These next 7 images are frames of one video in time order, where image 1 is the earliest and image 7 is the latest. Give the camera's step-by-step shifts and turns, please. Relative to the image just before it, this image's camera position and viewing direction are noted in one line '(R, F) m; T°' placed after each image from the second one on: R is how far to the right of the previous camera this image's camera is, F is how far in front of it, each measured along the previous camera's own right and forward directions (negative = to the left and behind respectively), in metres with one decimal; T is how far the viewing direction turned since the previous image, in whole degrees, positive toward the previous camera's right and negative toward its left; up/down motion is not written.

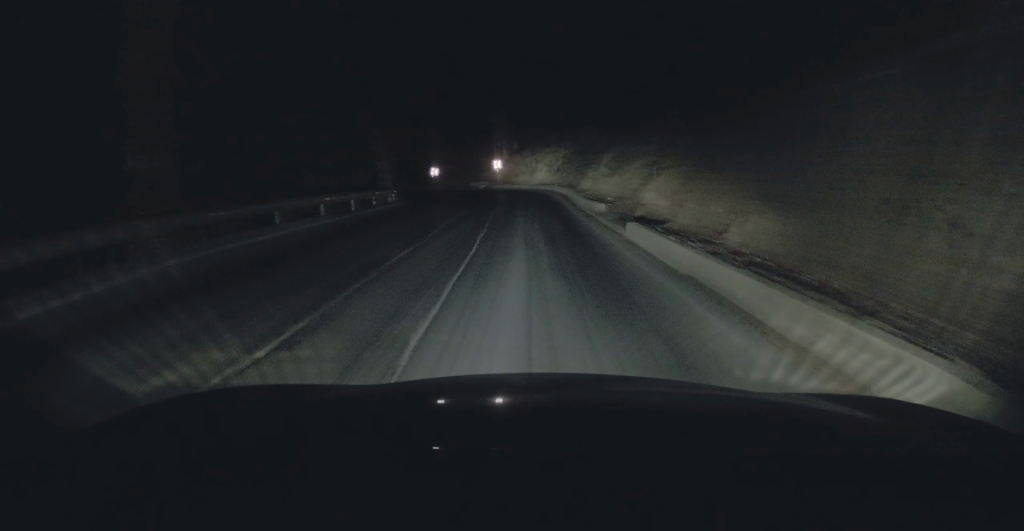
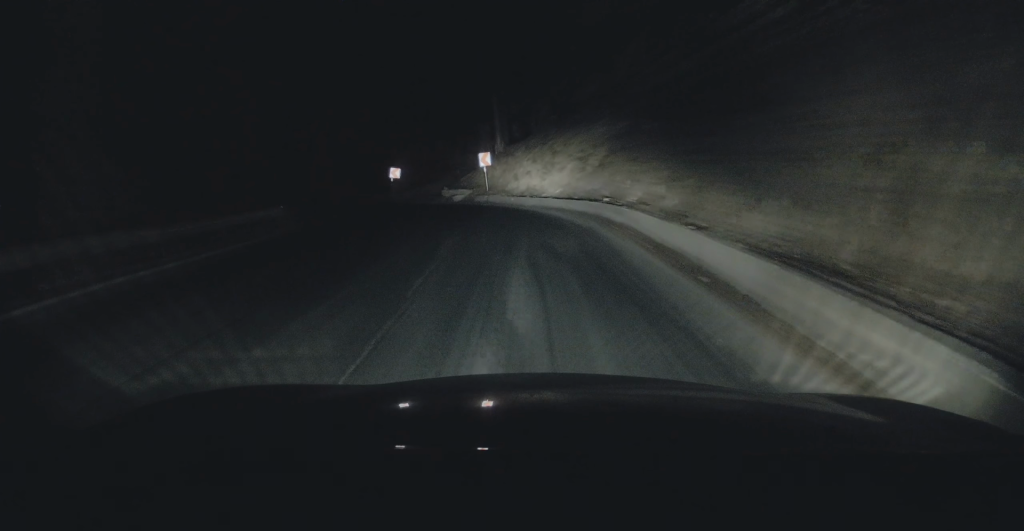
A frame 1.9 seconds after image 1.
(+0.5, +18.6) m; 0°
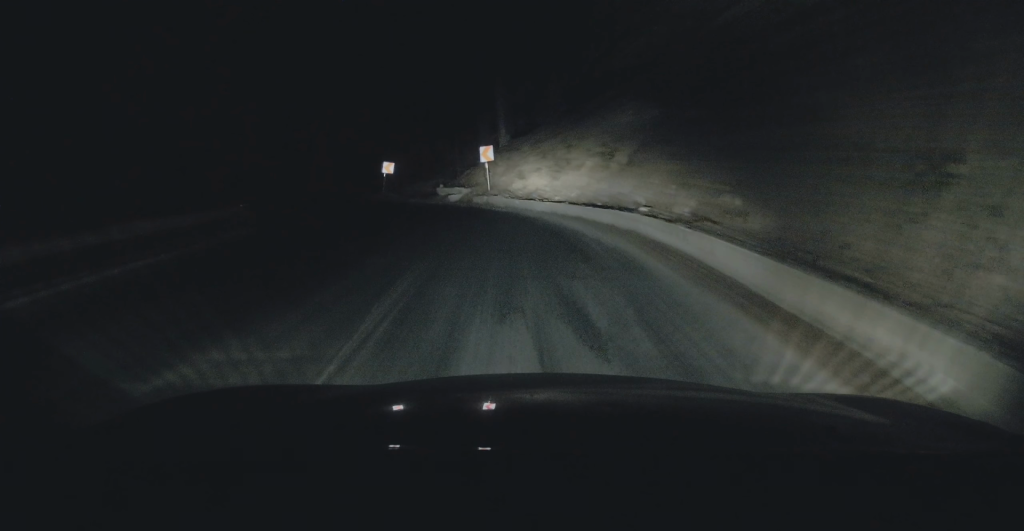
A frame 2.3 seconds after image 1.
(-0.2, +3.9) m; -2°
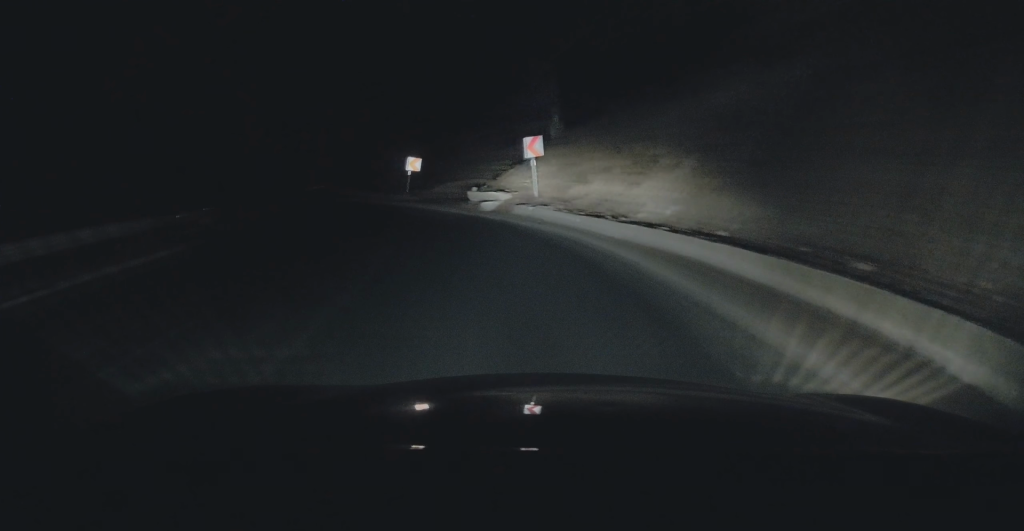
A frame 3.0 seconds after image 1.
(-0.2, +6.6) m; -3°
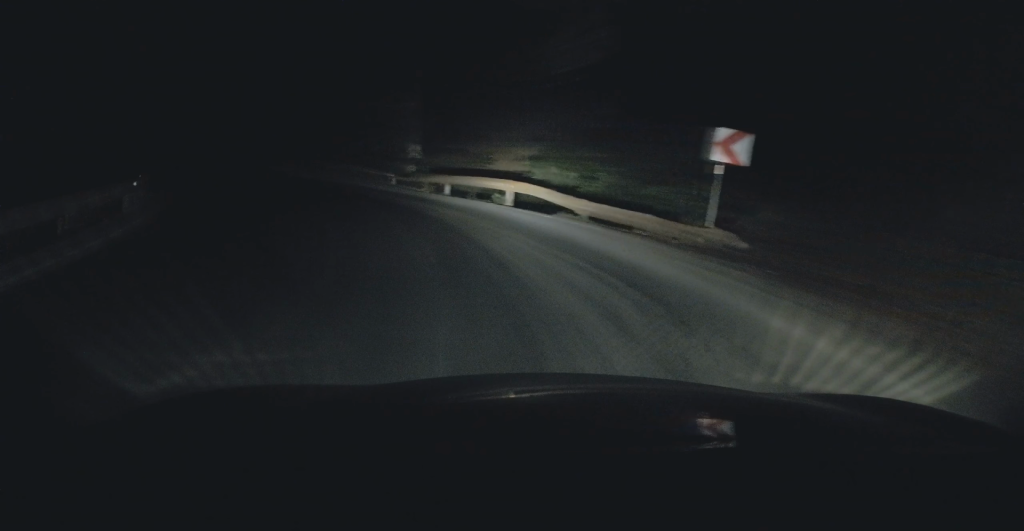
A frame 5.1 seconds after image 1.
(-3.0, +18.6) m; -27°
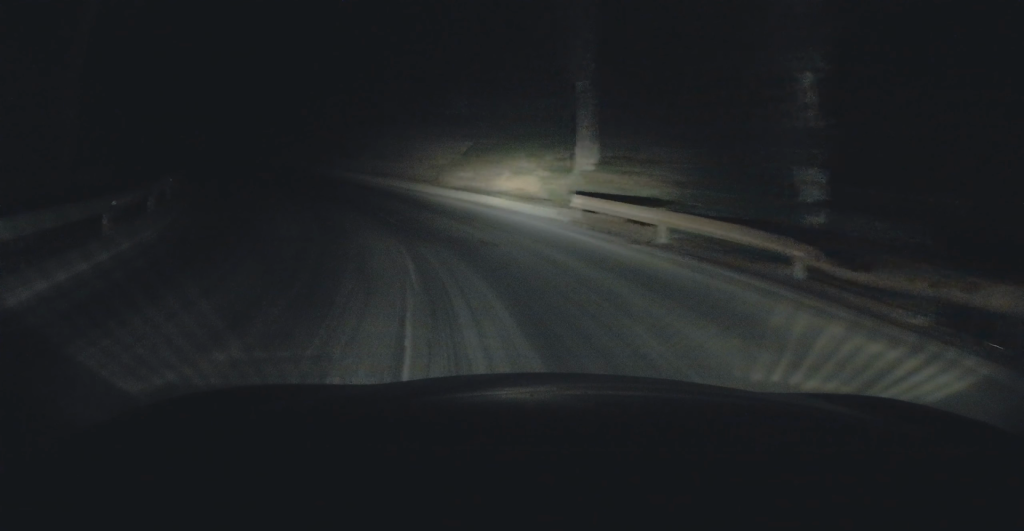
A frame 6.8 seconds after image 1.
(-1.9, +15.6) m; -10°
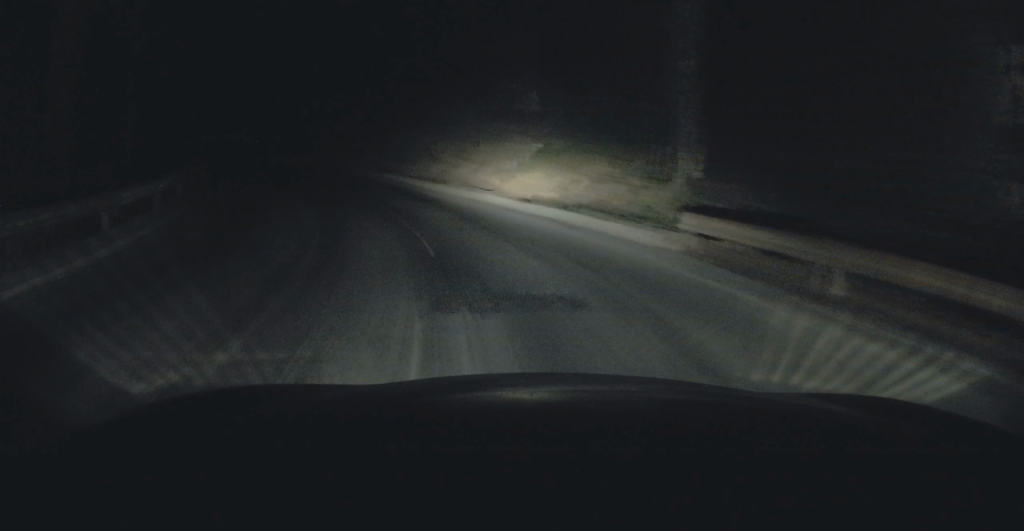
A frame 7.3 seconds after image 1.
(-0.4, +4.1) m; -6°
